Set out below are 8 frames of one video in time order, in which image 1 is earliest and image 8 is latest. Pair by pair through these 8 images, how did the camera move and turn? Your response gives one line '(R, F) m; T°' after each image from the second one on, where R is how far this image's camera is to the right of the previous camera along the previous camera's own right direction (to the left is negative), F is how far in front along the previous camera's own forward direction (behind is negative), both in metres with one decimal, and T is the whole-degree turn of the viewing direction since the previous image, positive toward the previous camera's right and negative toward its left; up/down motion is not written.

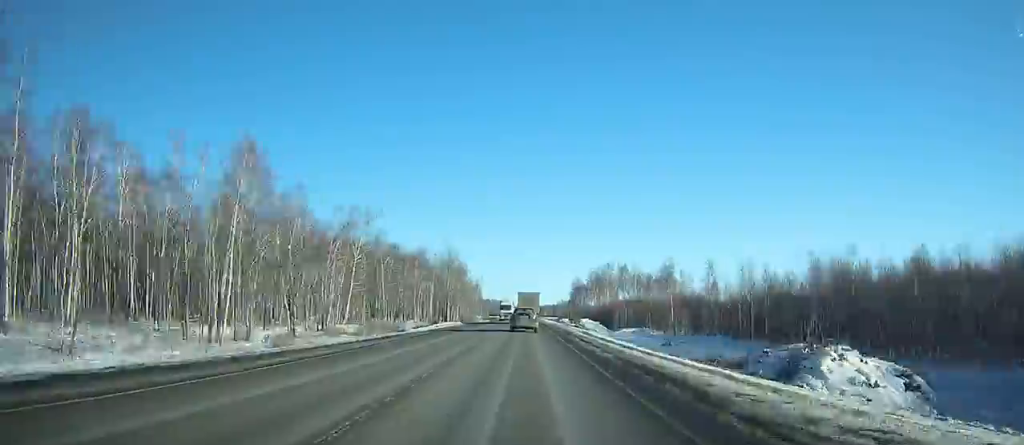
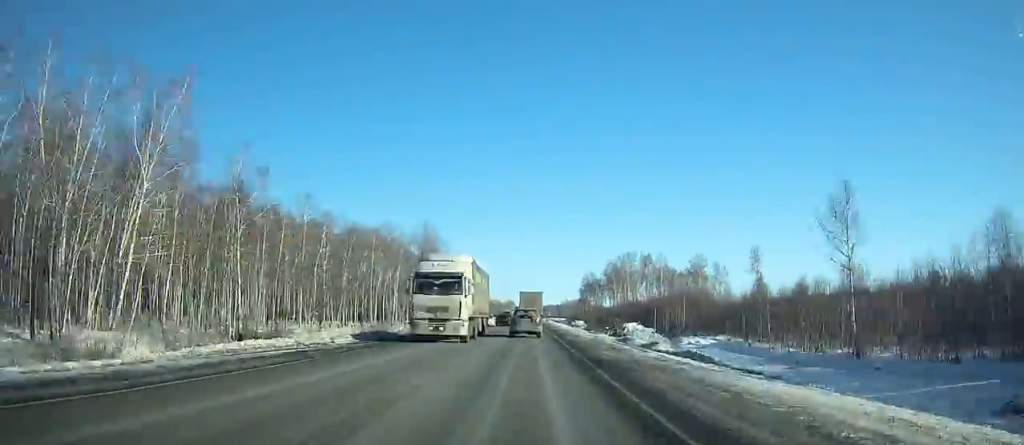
(-0.1, +44.5) m; 0°
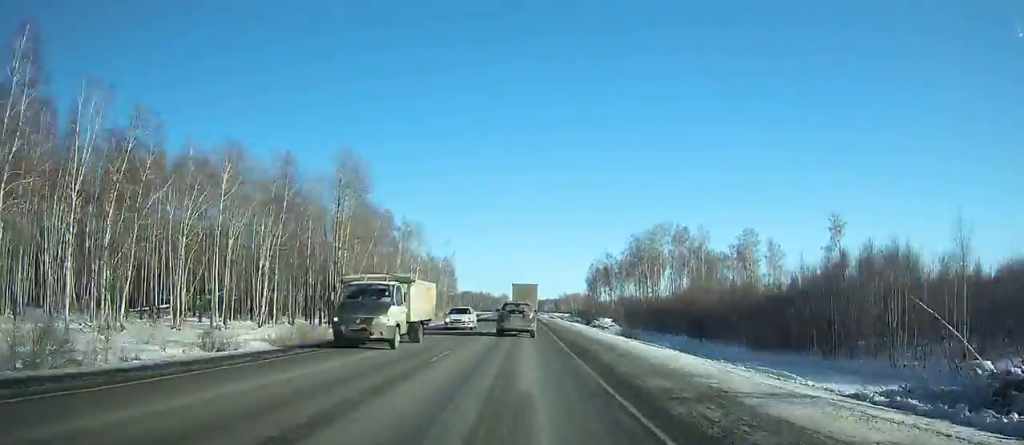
(0.0, +53.8) m; 0°
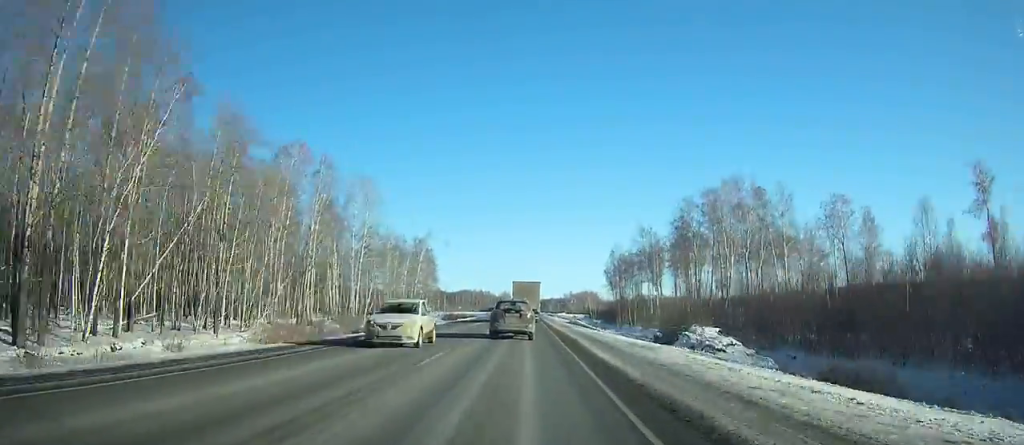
(+0.2, +48.3) m; 0°
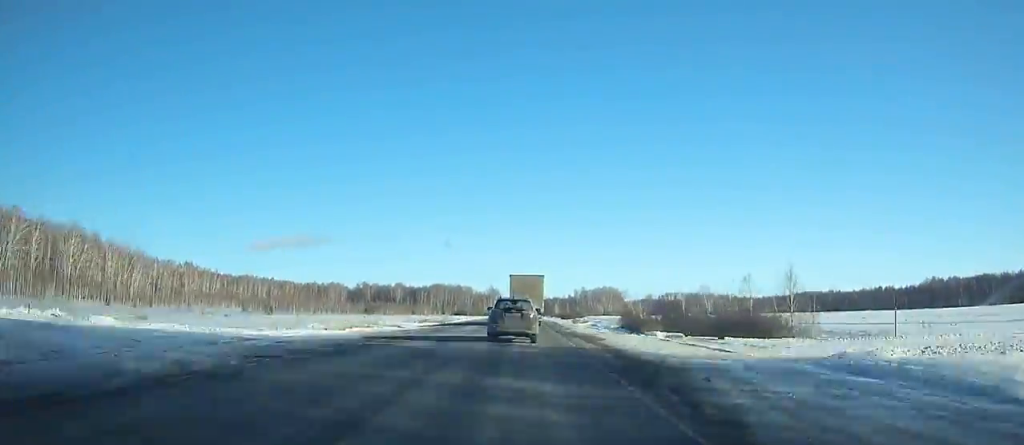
(-0.7, +191.0) m; 0°
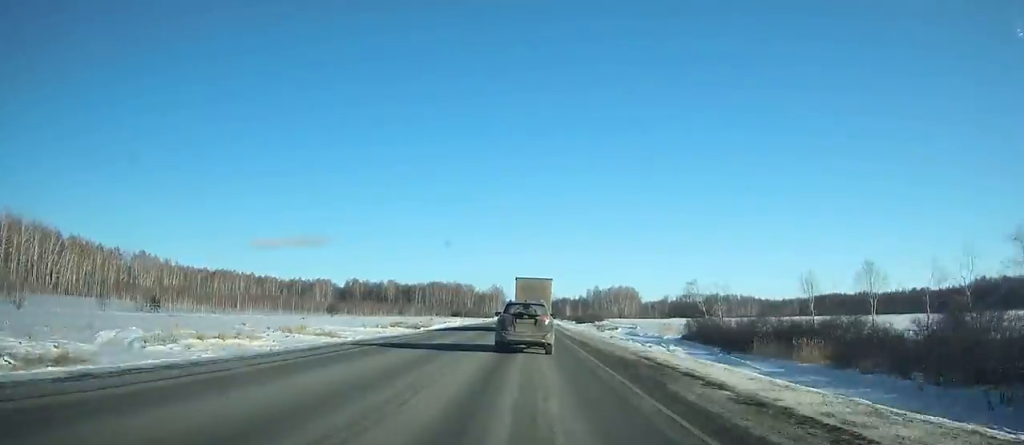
(-0.1, +47.7) m; 0°
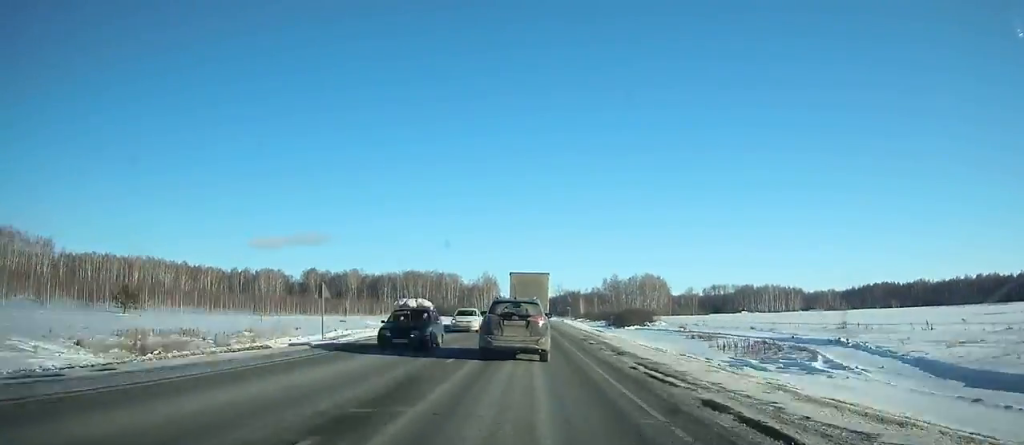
(0.0, +89.9) m; 0°
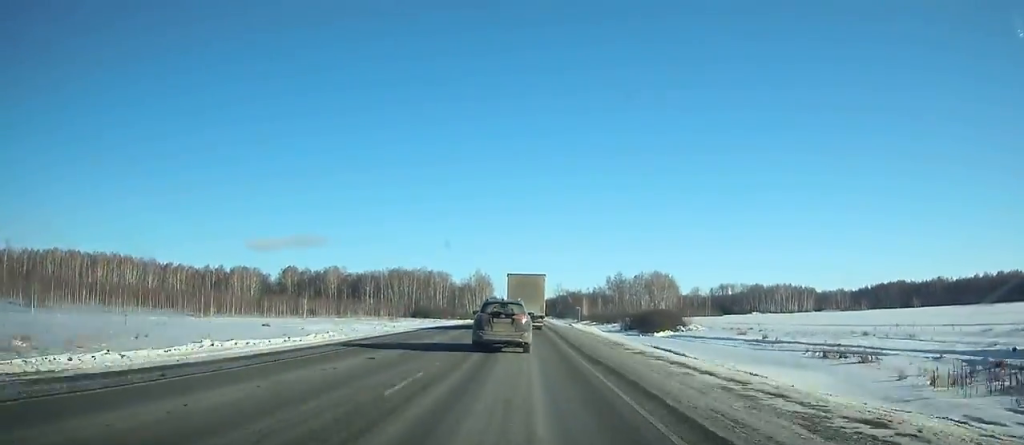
(+0.1, +31.3) m; 0°
